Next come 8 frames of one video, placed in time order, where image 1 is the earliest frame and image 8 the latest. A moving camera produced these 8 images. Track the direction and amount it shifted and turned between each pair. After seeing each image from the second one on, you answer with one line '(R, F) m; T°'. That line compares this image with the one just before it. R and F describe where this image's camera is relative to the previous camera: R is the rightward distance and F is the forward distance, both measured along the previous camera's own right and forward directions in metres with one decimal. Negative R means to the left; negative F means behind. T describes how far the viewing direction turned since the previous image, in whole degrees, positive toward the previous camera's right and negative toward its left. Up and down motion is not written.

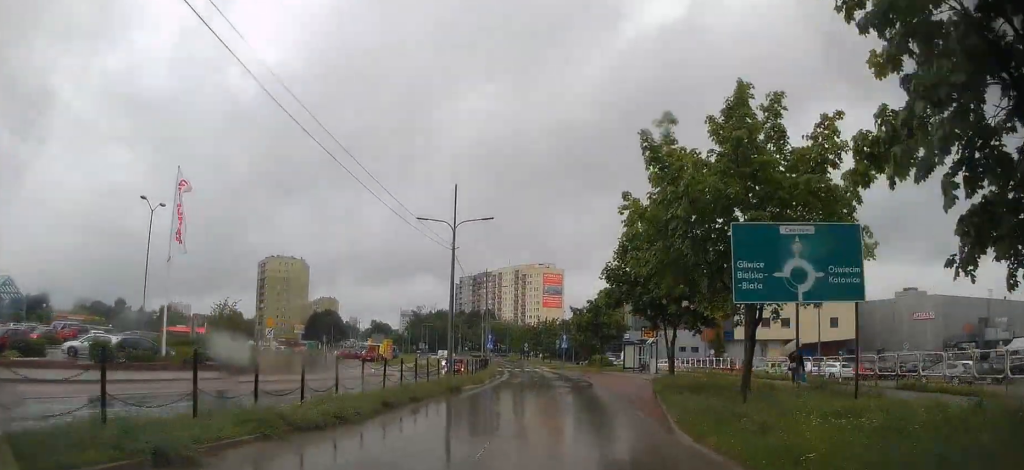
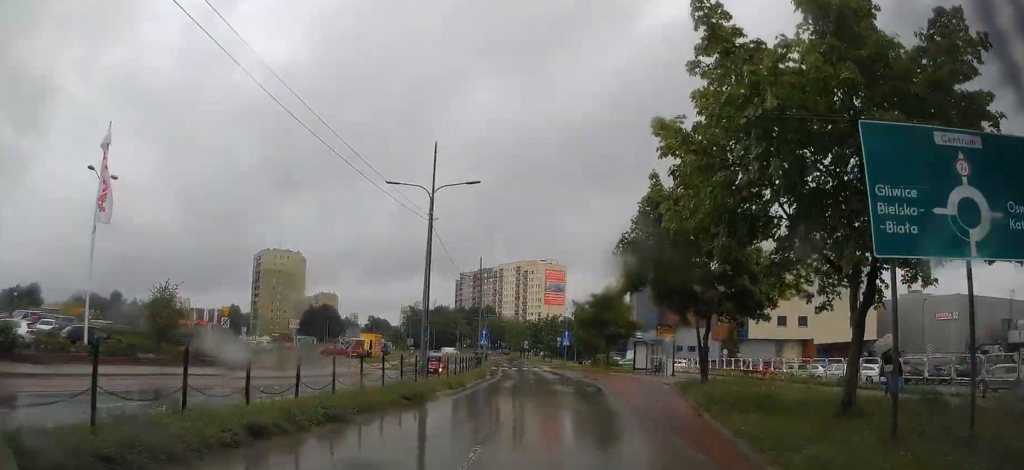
(-0.1, +6.2) m; -1°
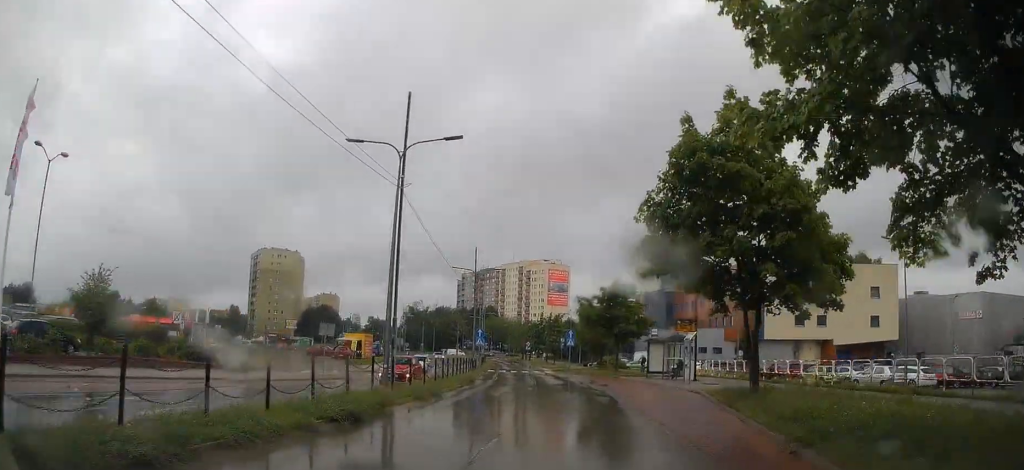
(-0.1, +5.4) m; -1°
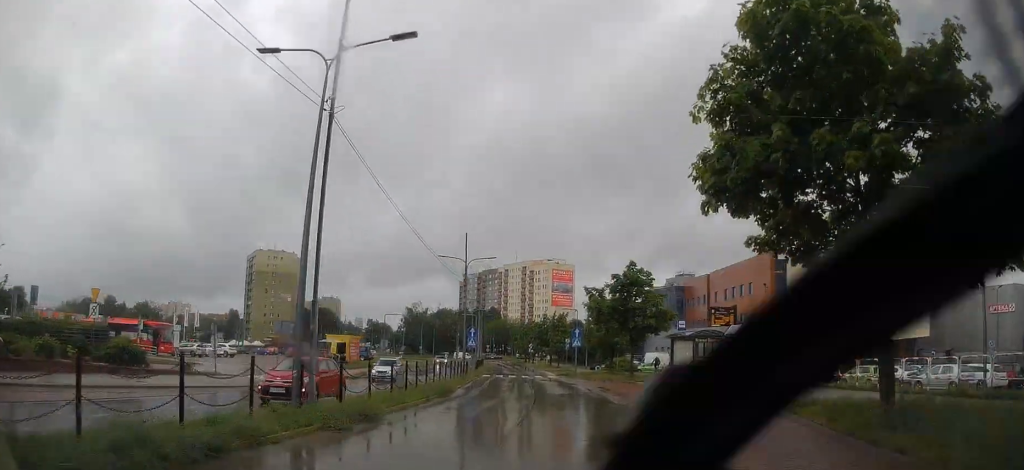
(-0.1, +6.9) m; 0°
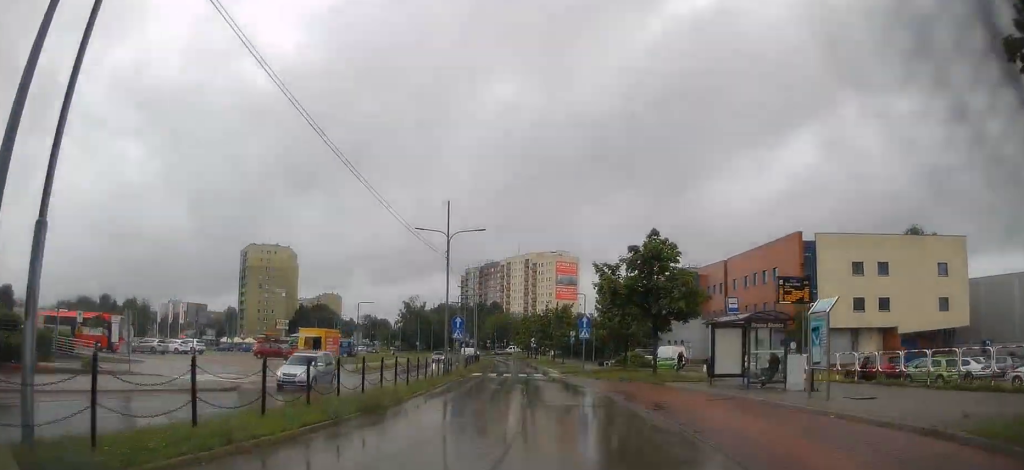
(-0.1, +8.0) m; 0°
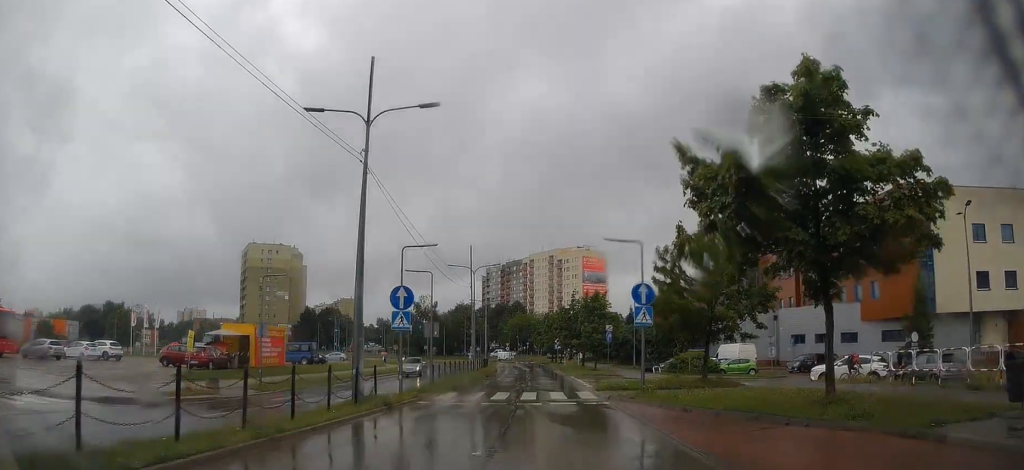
(-0.2, +18.4) m; -3°
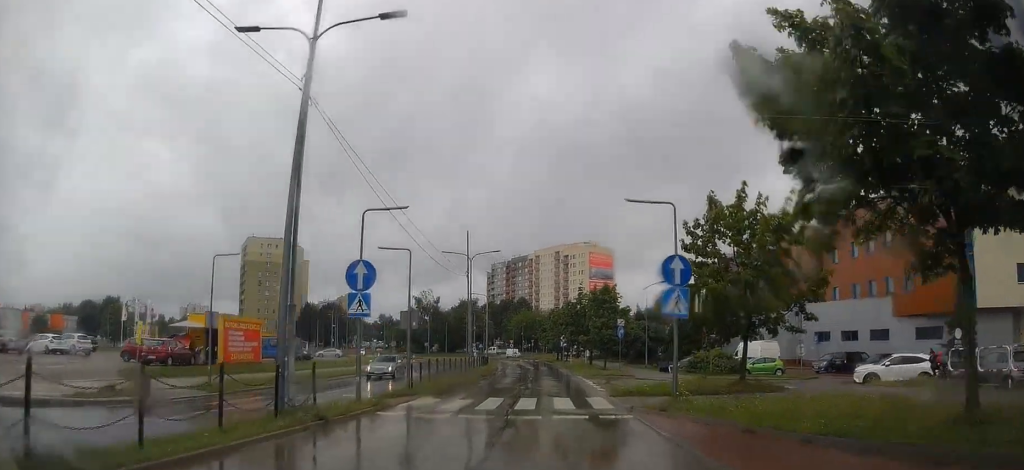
(-0.1, +4.8) m; -1°
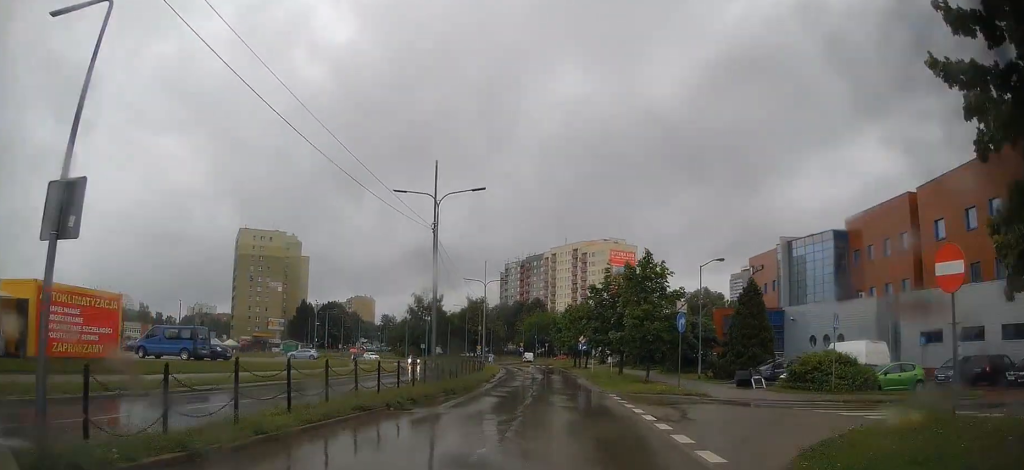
(-0.2, +16.4) m; -1°
